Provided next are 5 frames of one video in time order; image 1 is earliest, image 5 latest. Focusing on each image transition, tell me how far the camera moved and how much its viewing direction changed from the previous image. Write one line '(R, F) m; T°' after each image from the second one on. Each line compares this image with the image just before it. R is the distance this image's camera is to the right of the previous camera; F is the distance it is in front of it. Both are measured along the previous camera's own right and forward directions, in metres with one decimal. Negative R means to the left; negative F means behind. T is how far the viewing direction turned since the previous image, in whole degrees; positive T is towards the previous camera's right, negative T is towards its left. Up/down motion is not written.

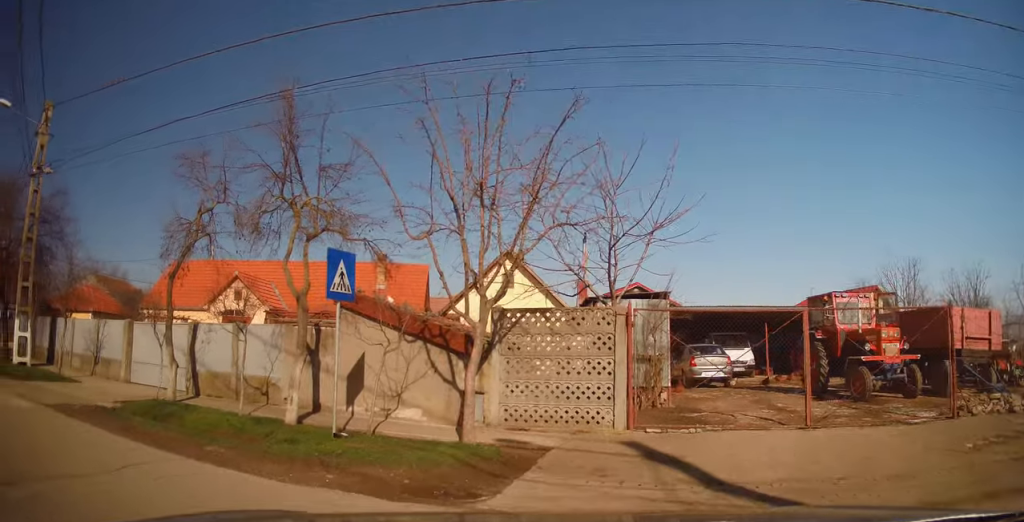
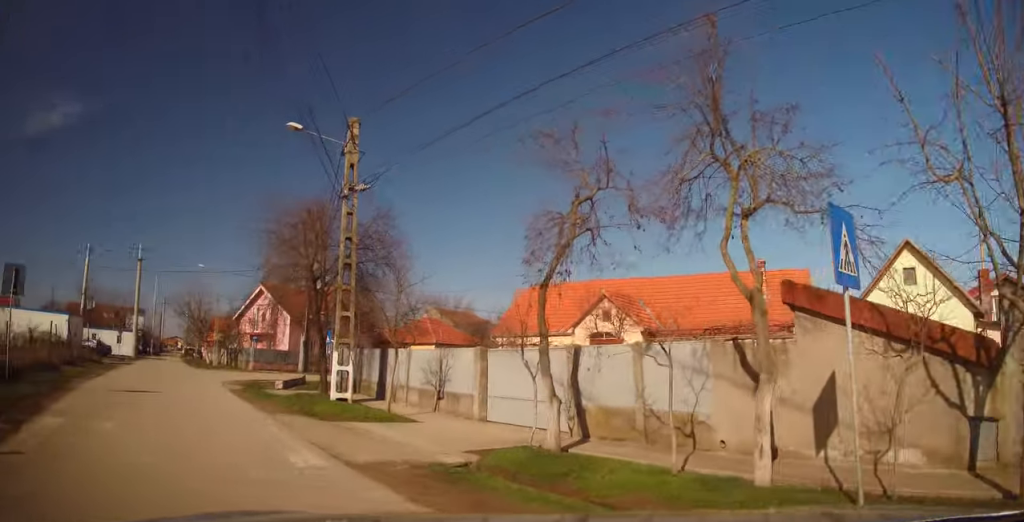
(-1.2, +2.9) m; -42°
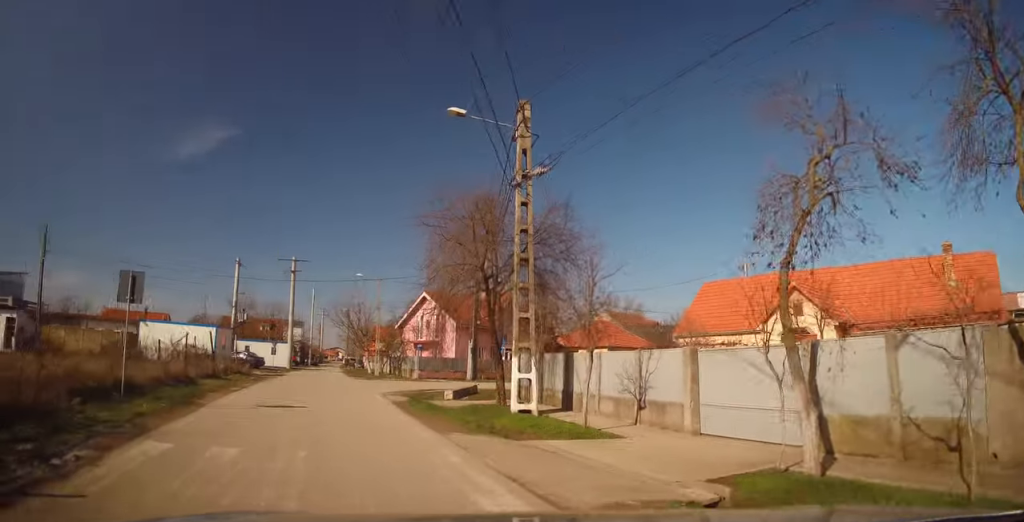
(-0.3, +1.7) m; -8°
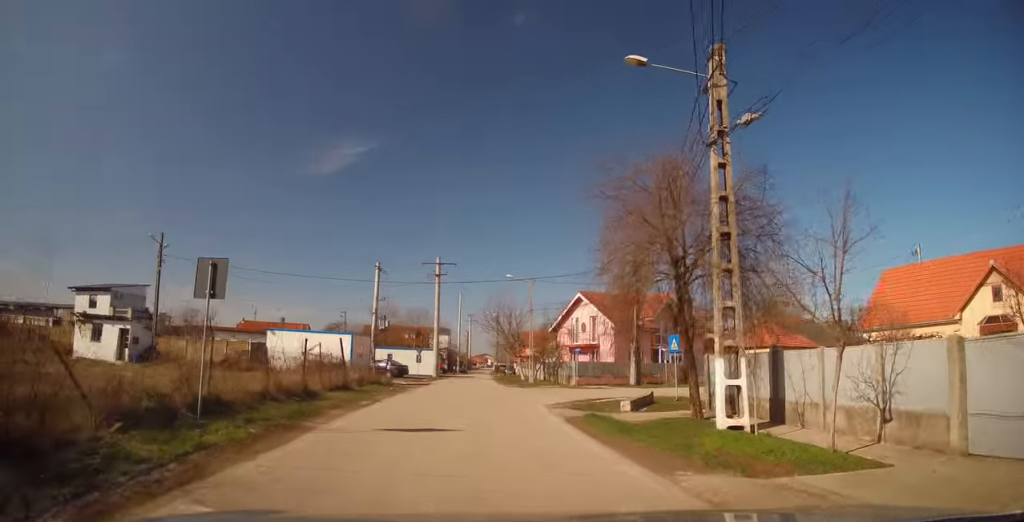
(-0.2, +2.6) m; -6°
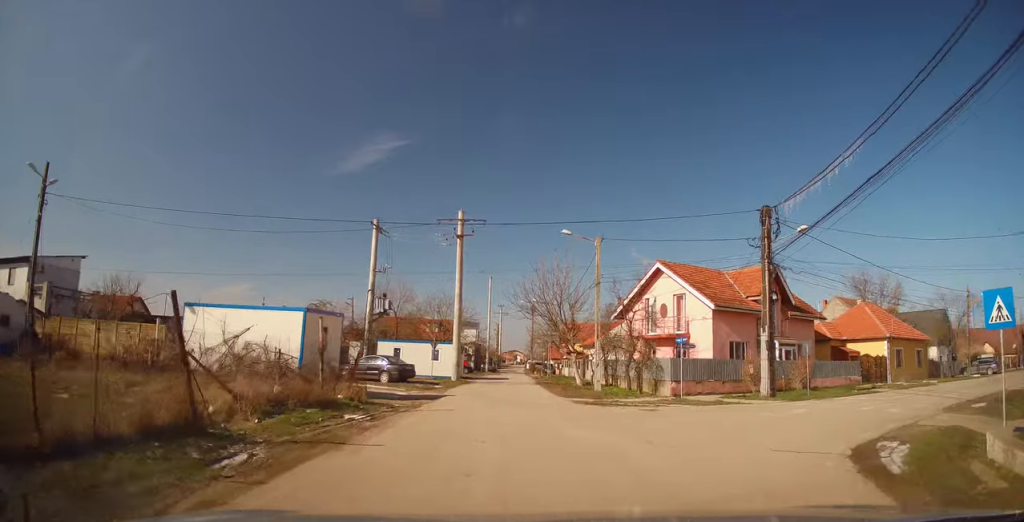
(-0.7, +12.4) m; -4°
